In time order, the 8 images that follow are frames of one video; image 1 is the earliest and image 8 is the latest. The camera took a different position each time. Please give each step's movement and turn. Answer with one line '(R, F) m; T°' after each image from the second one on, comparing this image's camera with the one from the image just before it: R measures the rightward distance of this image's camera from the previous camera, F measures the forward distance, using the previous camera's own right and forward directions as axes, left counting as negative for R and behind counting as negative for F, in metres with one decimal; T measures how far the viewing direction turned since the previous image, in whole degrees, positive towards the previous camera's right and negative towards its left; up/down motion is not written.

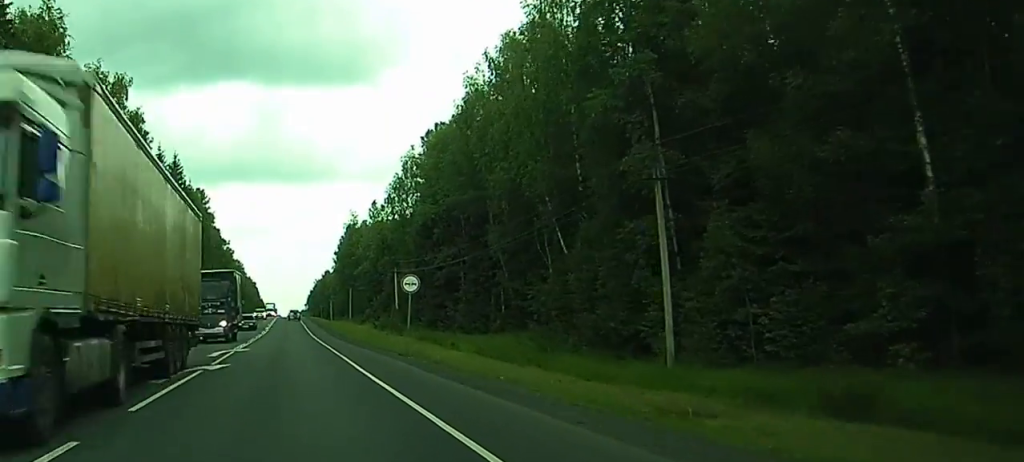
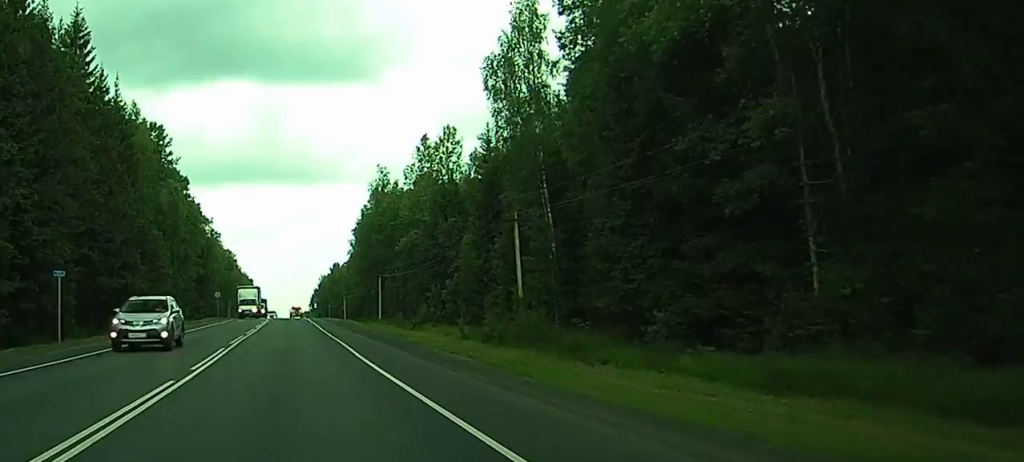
(0.0, +64.3) m; 0°
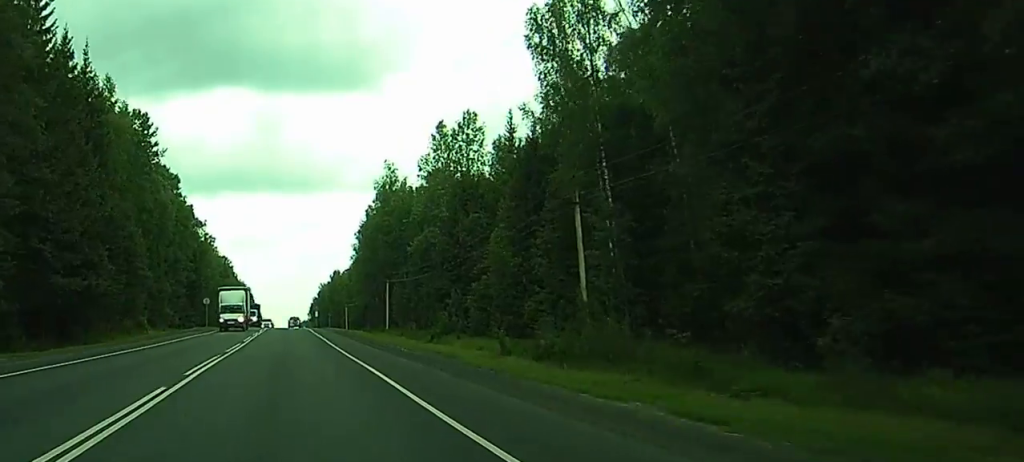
(+0.1, +12.8) m; 0°
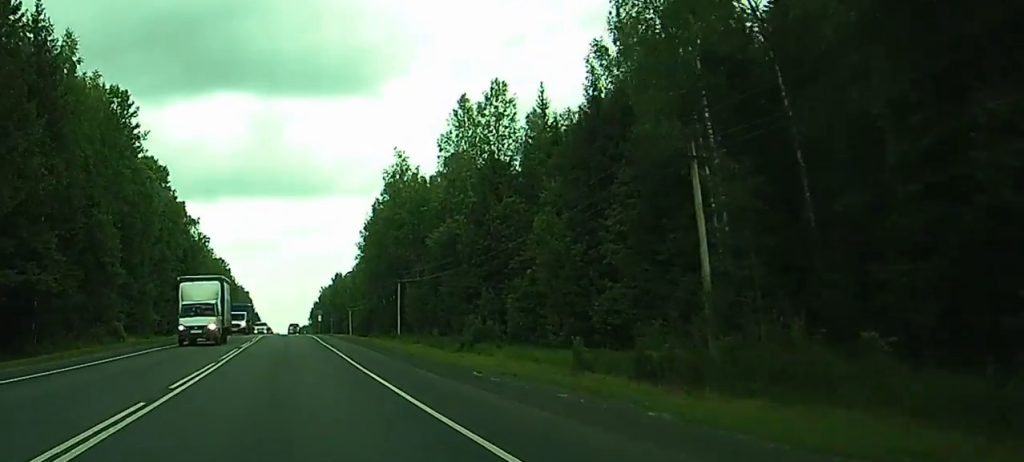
(+0.1, +13.8) m; 0°
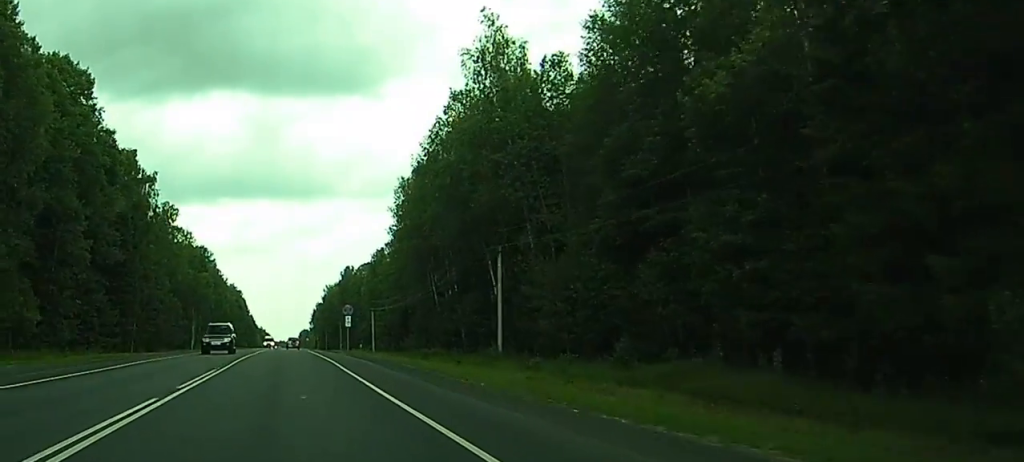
(+0.6, +56.8) m; +1°
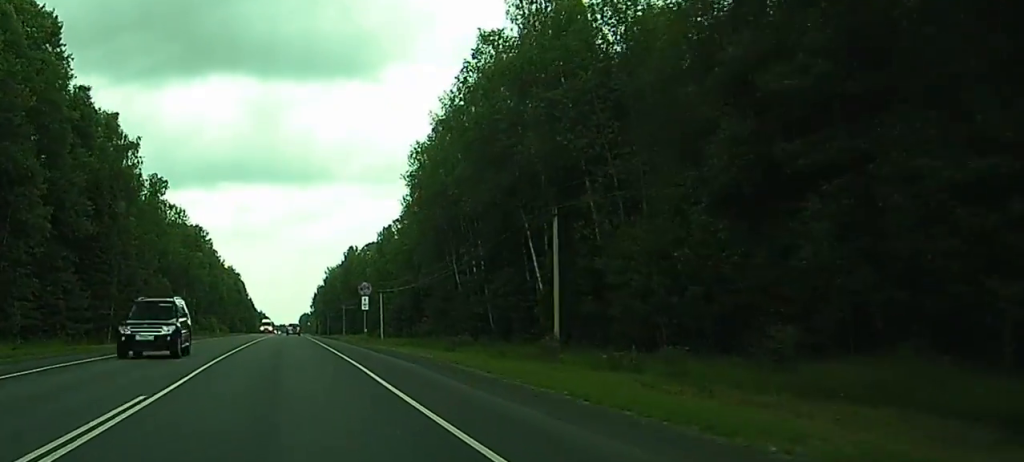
(0.0, +13.2) m; 0°
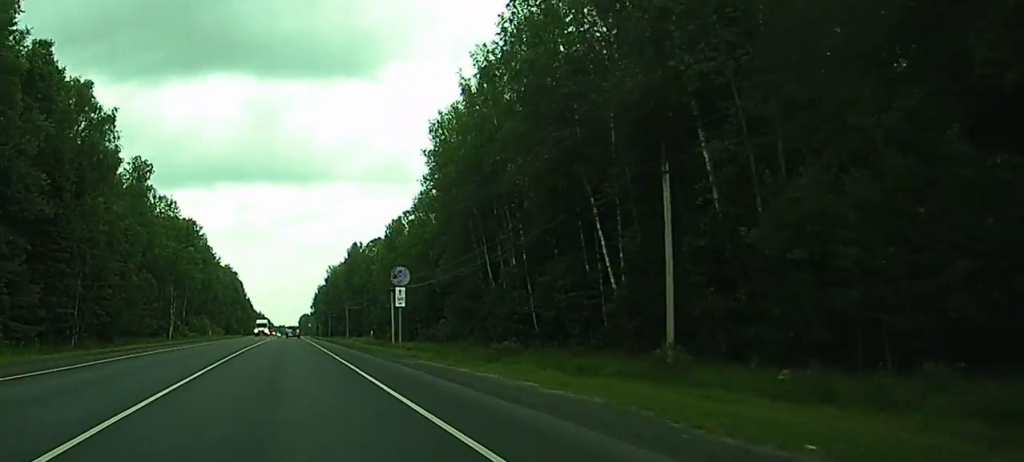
(0.0, +15.0) m; 0°
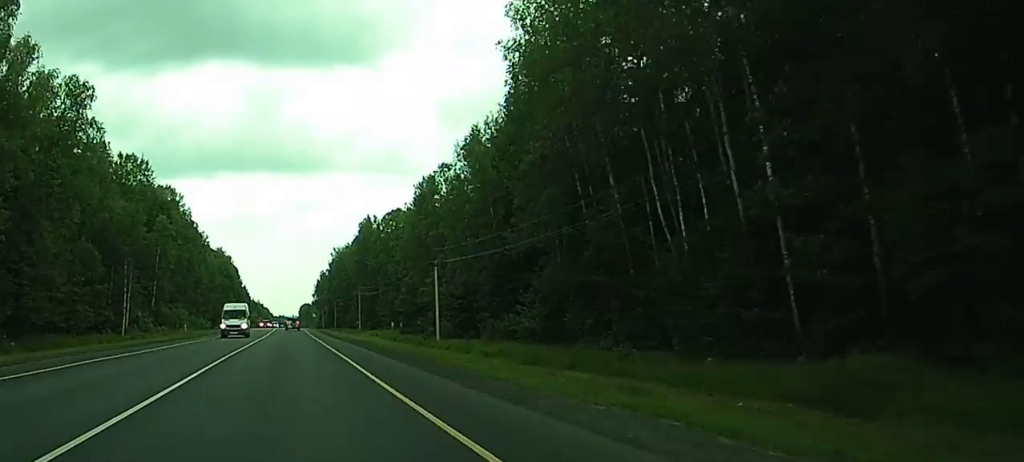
(0.0, +36.5) m; -1°
